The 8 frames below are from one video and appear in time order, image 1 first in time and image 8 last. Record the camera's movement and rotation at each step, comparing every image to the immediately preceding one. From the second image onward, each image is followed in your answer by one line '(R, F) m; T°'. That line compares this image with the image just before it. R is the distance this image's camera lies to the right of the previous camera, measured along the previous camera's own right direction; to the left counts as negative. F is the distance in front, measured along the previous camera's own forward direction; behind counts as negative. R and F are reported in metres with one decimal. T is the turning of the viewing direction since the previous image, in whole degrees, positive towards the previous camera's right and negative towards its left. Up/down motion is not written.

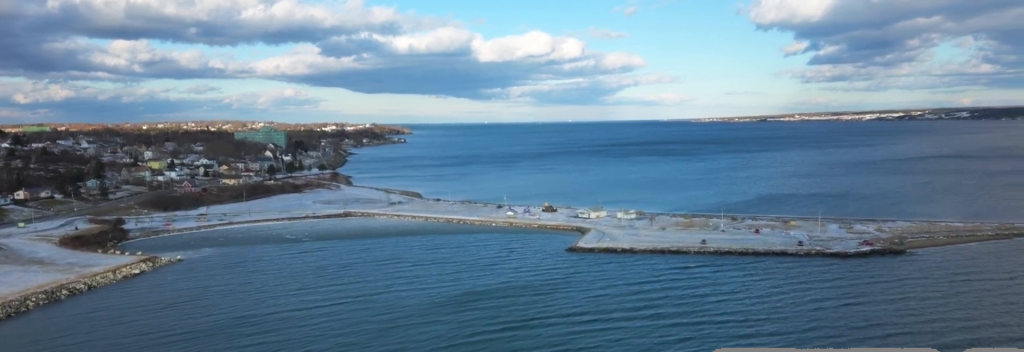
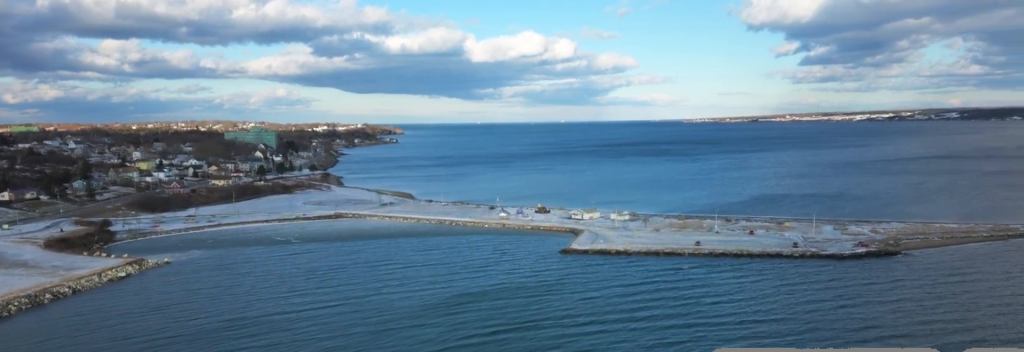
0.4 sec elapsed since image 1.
(0.0, +3.6) m; 0°
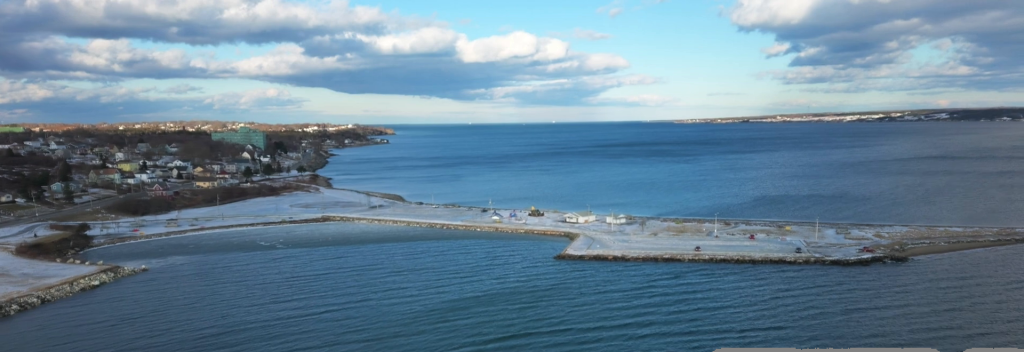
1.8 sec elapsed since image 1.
(+0.2, +11.0) m; +2°
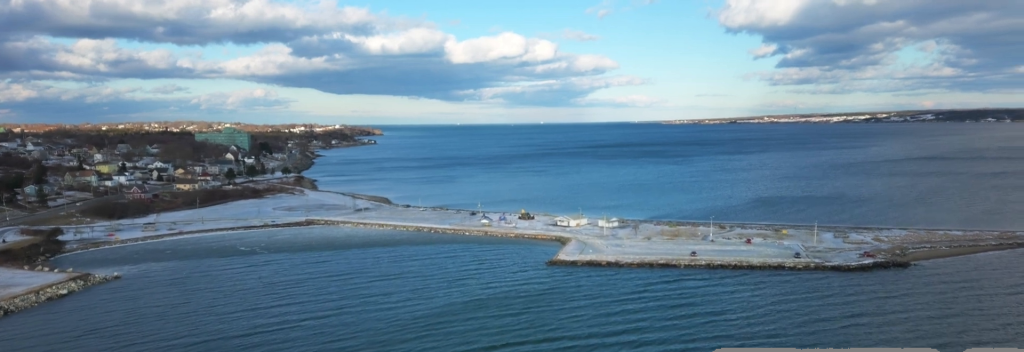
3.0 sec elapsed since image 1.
(+0.2, +9.8) m; +2°
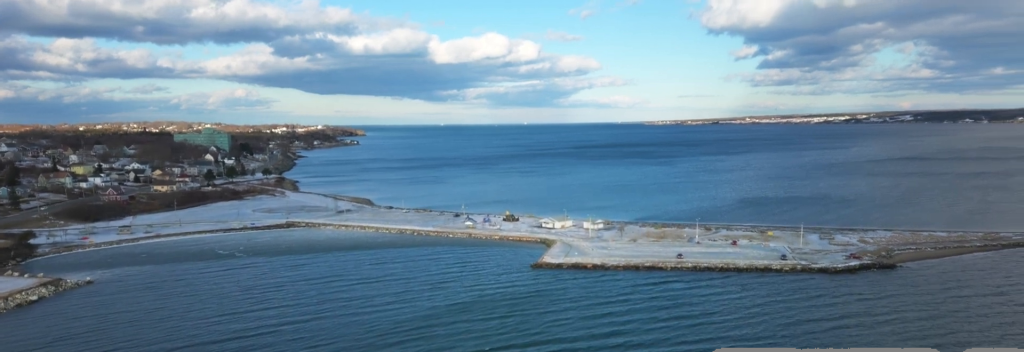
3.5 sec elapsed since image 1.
(0.0, +3.9) m; +1°
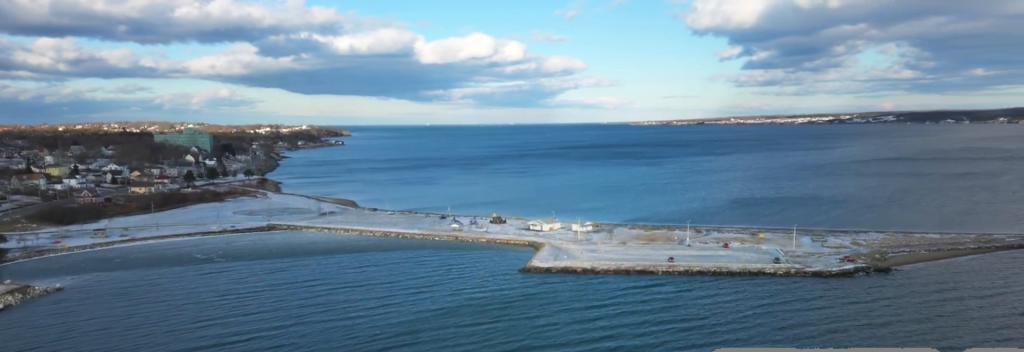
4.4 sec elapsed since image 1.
(+0.1, +6.8) m; +1°
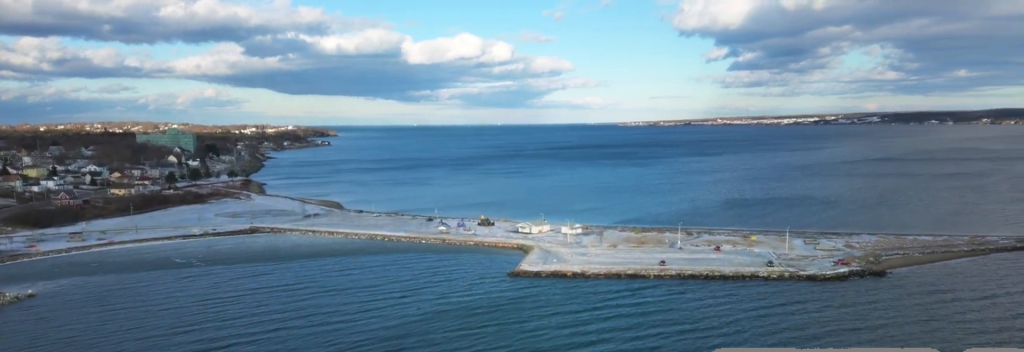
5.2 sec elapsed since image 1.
(0.0, +5.6) m; +1°
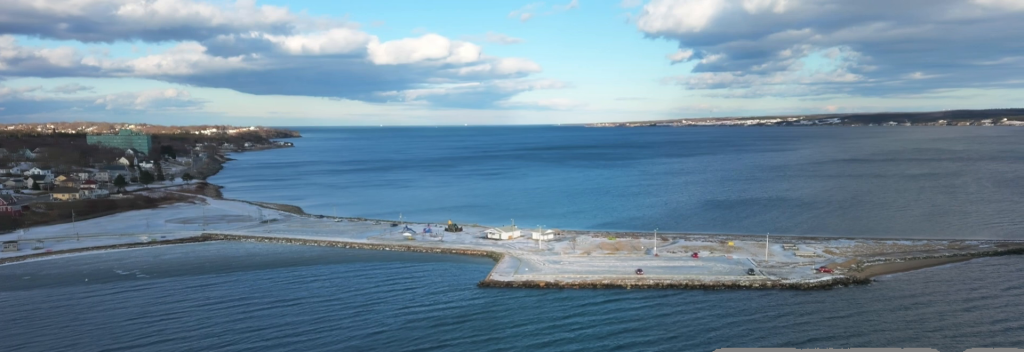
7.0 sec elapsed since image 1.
(+0.1, +14.1) m; +1°
